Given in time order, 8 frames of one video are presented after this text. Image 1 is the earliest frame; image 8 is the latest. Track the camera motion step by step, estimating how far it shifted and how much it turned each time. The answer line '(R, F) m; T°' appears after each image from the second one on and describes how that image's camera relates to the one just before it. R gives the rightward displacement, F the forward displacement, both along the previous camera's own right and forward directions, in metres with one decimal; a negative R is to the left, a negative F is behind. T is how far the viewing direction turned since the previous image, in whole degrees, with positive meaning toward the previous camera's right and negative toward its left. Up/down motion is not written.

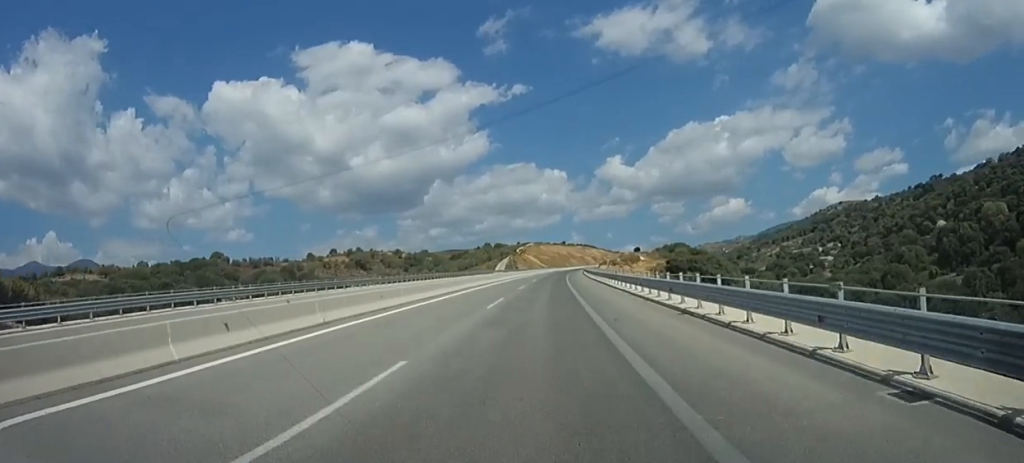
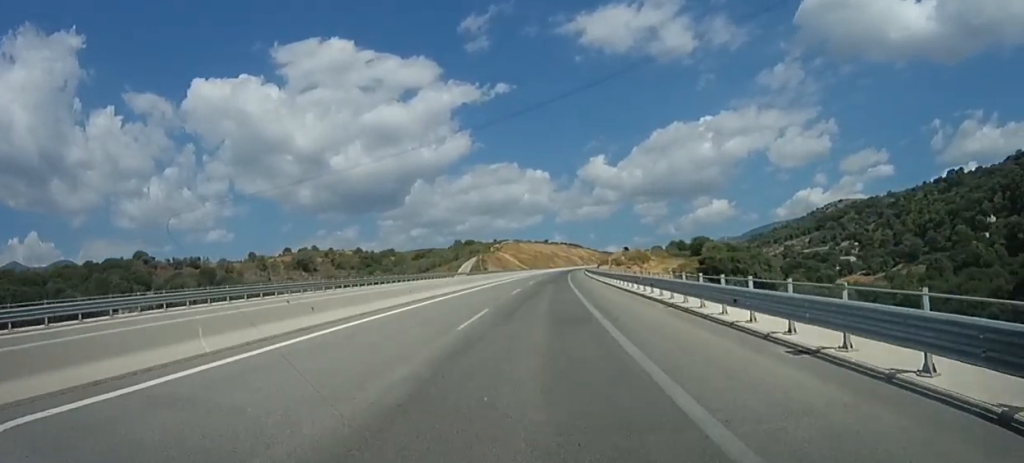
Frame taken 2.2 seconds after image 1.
(+1.1, +62.5) m; +2°
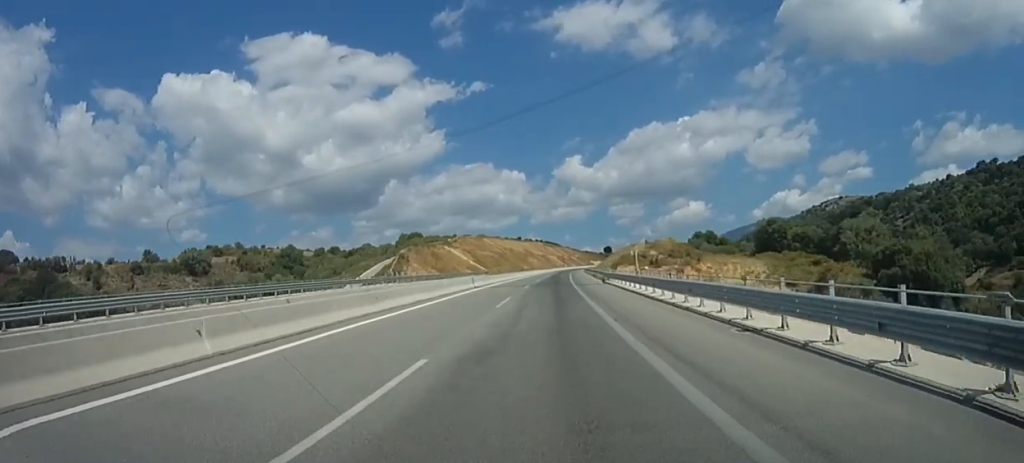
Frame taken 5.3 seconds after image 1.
(+2.0, +85.2) m; +3°
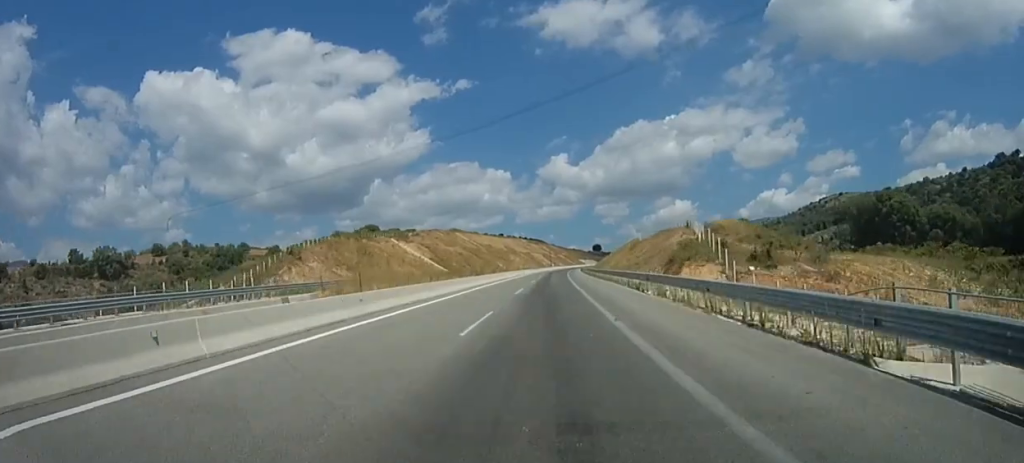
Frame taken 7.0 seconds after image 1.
(+0.3, +45.7) m; +2°
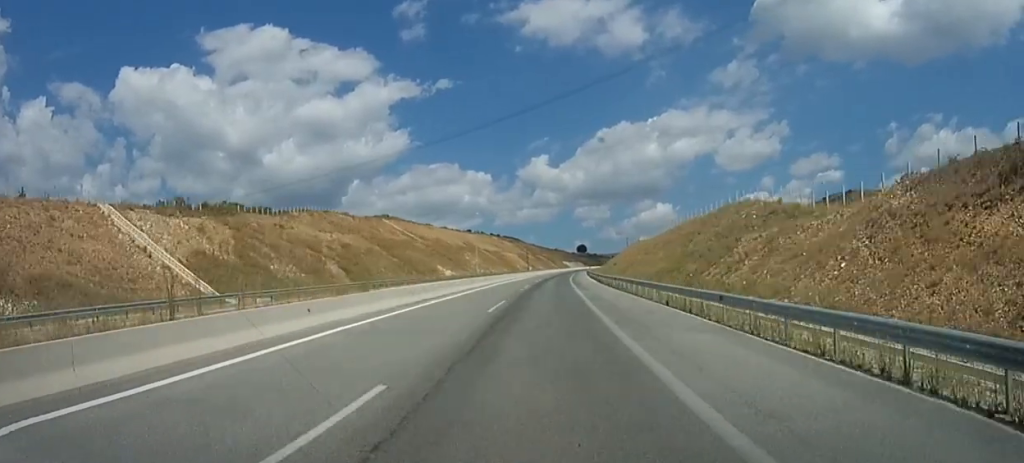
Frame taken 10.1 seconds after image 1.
(+3.0, +83.6) m; +2°
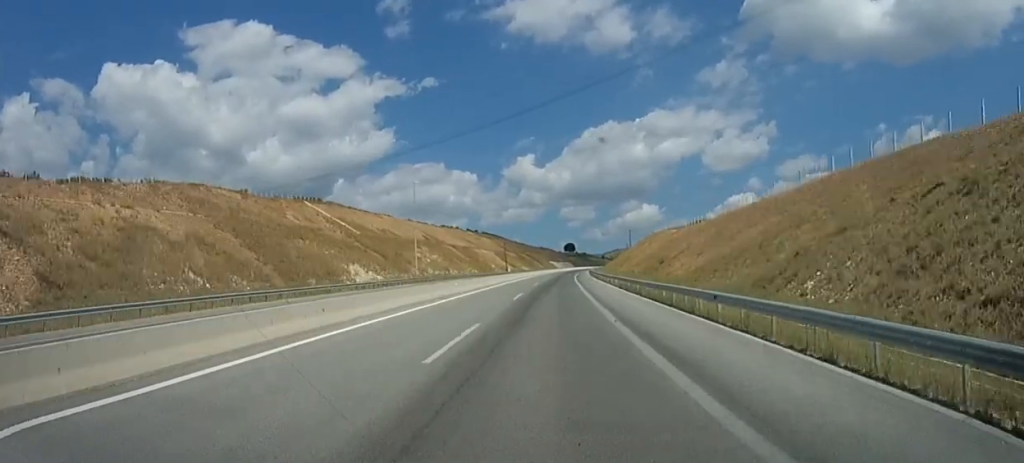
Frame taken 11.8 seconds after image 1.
(-0.1, +44.4) m; +1°
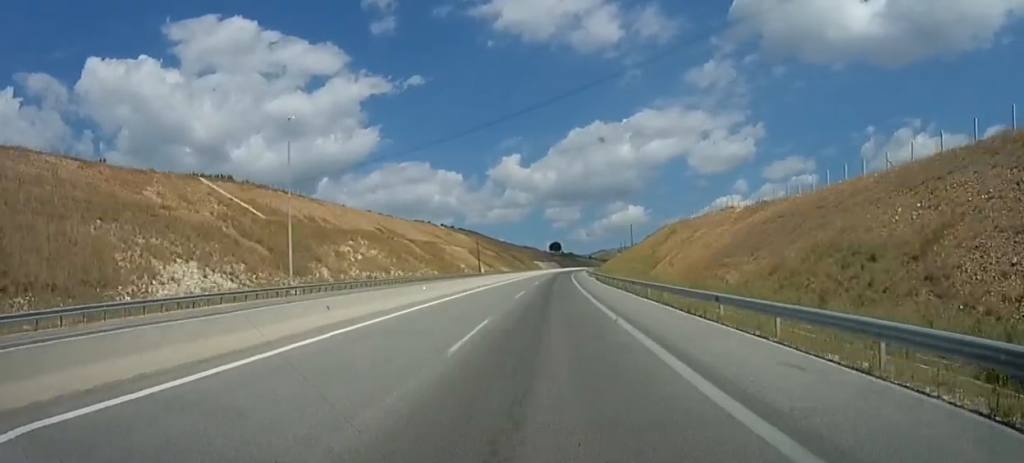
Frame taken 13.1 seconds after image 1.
(+0.3, +34.9) m; +2°
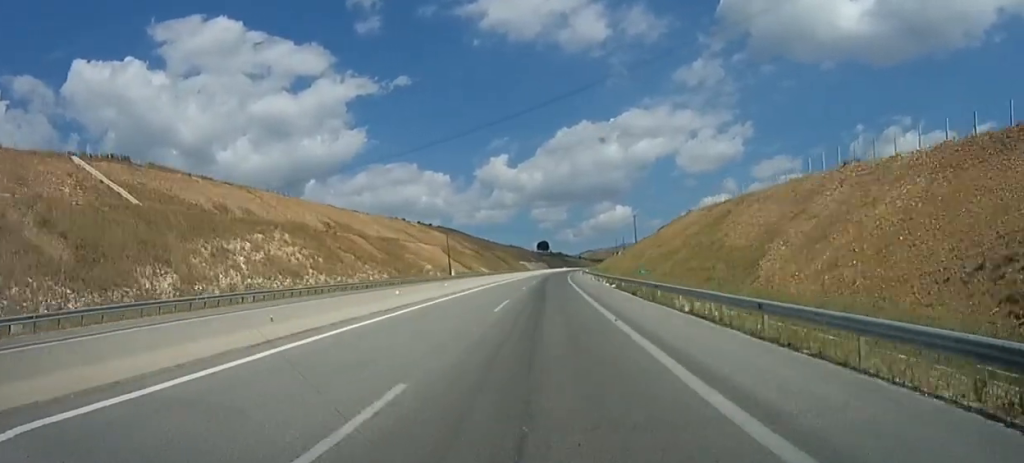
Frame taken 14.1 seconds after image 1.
(+0.8, +25.7) m; +1°
